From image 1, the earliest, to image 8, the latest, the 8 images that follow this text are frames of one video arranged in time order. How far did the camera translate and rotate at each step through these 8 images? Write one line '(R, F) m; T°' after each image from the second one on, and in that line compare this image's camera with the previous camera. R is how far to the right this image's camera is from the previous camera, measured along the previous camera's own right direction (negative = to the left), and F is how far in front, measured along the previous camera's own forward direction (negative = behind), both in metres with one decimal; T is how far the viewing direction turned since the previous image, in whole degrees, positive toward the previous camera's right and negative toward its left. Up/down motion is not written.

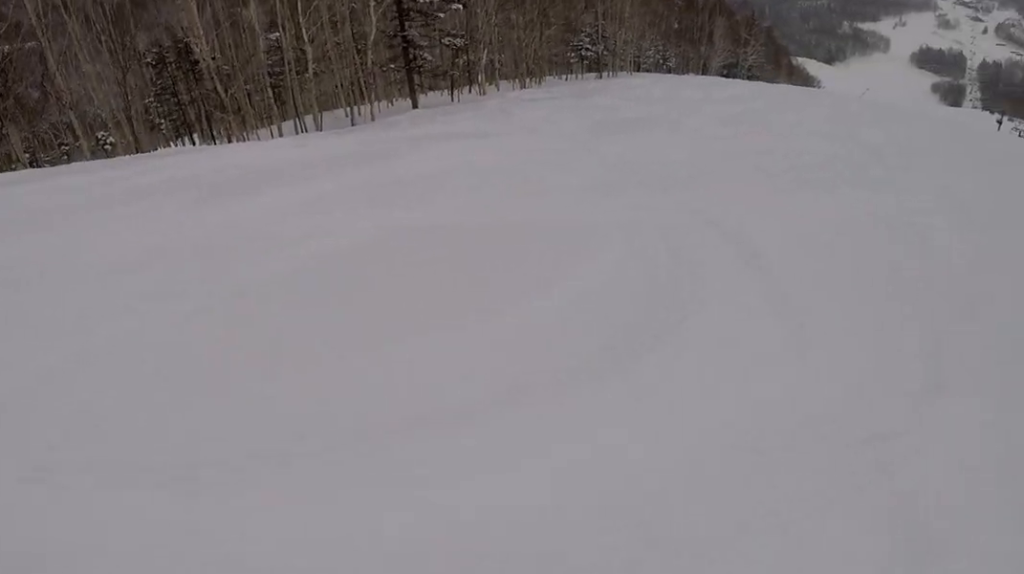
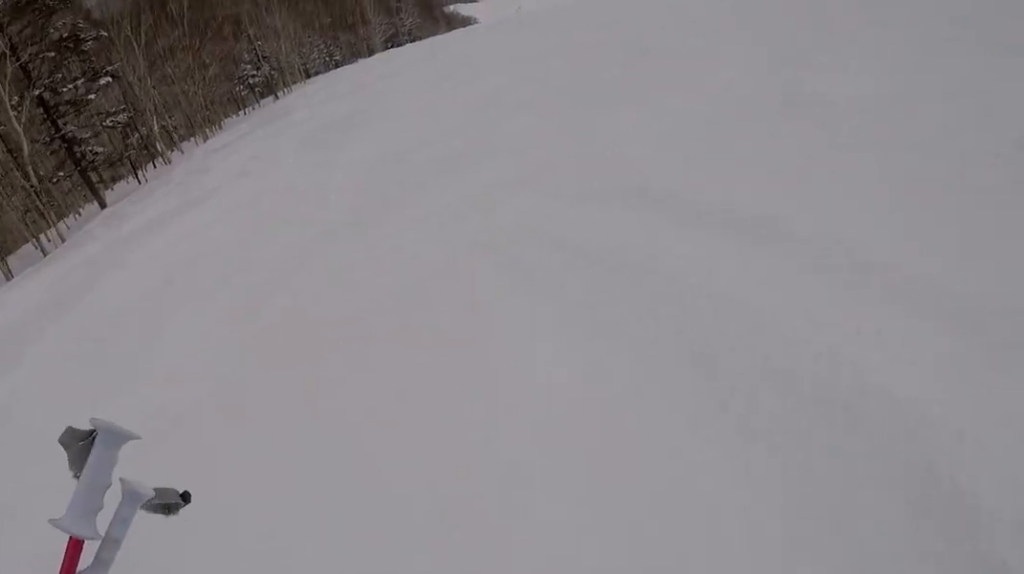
(0.0, +3.0) m; +29°
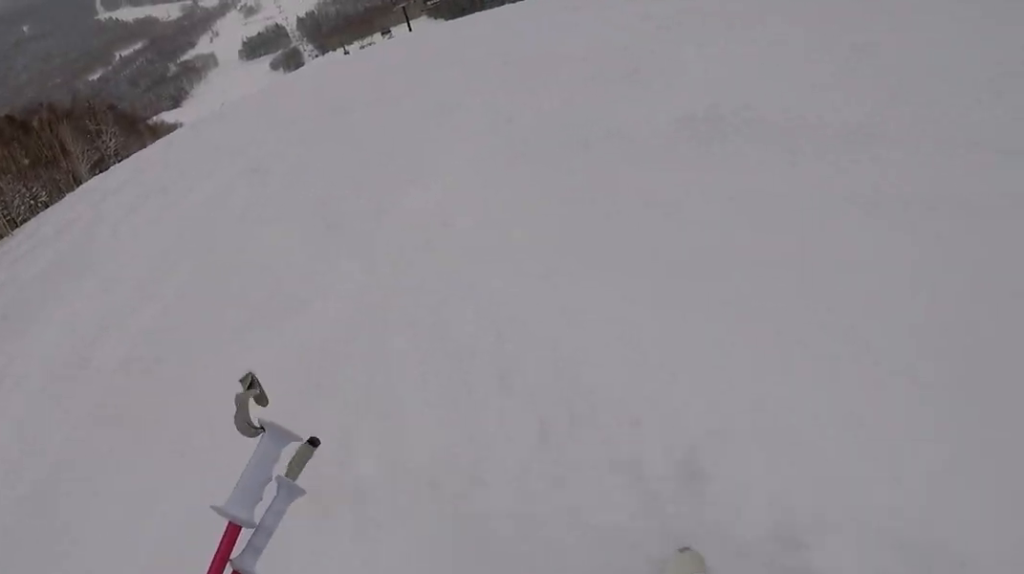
(+1.6, +2.9) m; +31°
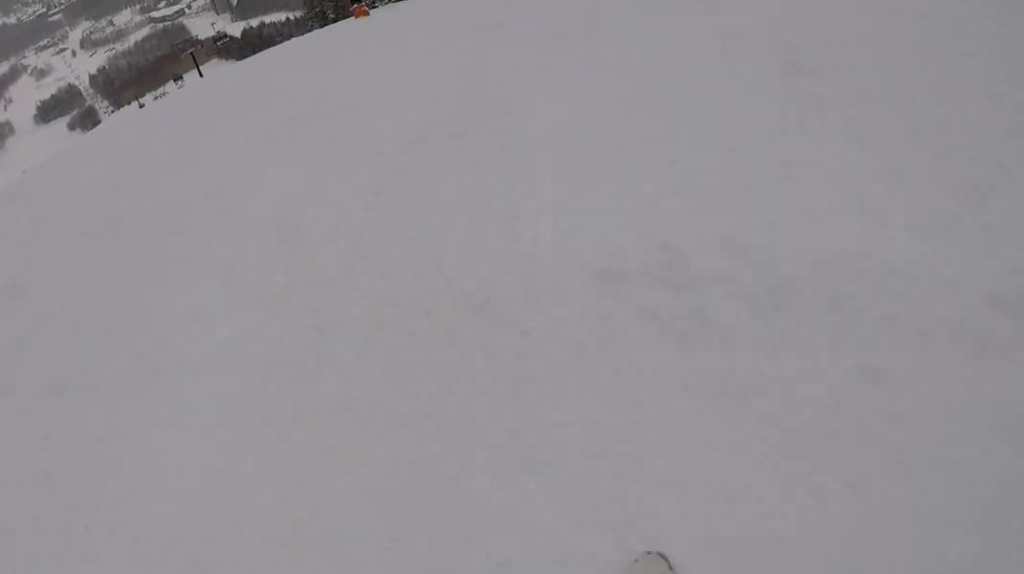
(+0.5, +2.6) m; +11°
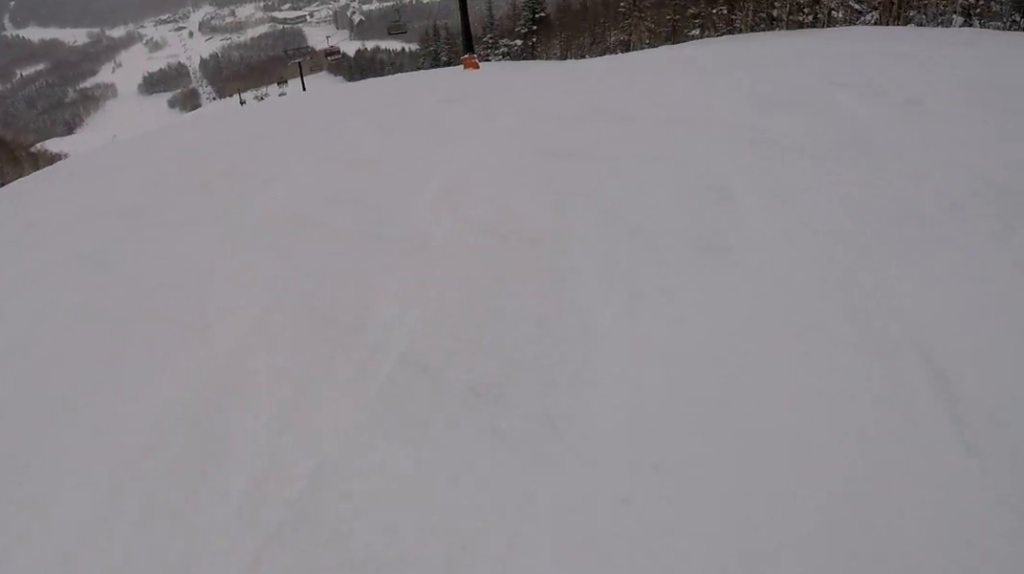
(+0.3, +3.0) m; +4°
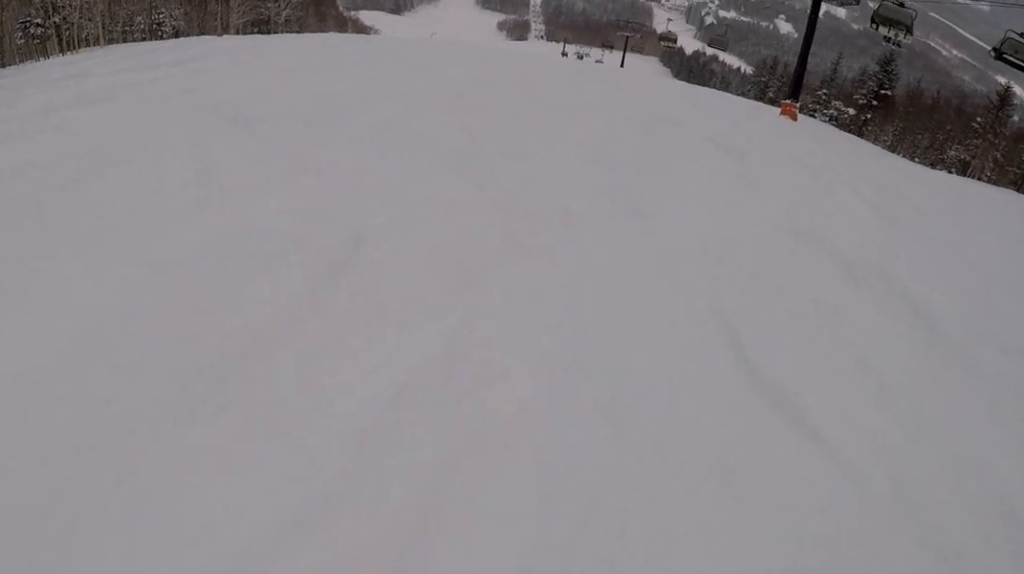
(-0.5, +5.9) m; -23°
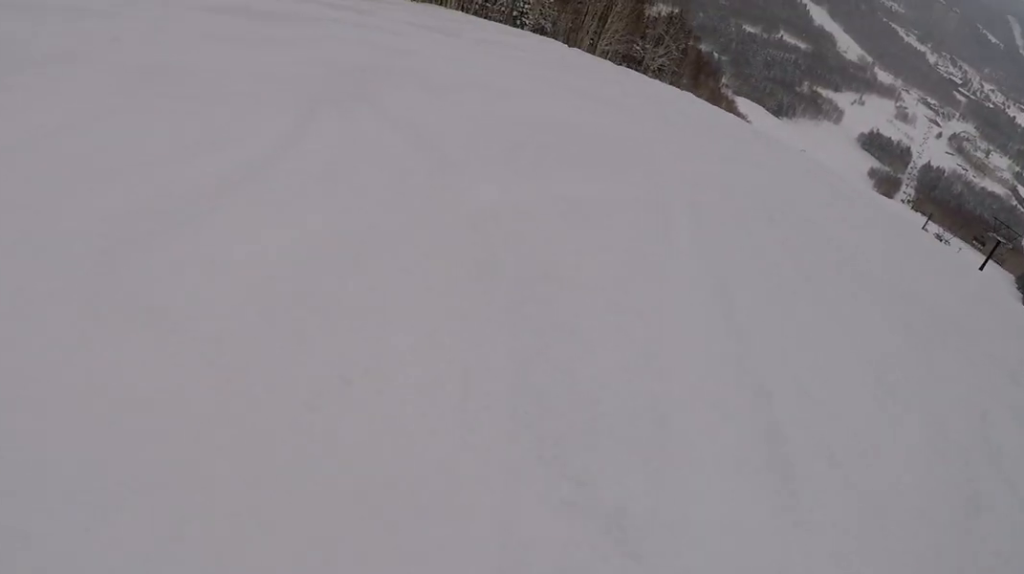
(-2.0, +5.2) m; -39°
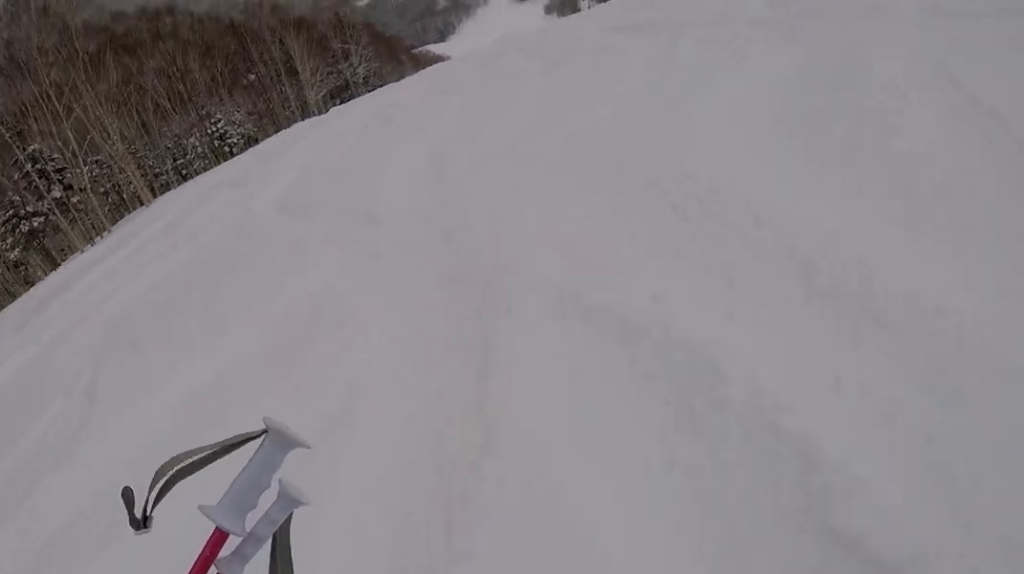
(-0.7, +16.5) m; +29°
